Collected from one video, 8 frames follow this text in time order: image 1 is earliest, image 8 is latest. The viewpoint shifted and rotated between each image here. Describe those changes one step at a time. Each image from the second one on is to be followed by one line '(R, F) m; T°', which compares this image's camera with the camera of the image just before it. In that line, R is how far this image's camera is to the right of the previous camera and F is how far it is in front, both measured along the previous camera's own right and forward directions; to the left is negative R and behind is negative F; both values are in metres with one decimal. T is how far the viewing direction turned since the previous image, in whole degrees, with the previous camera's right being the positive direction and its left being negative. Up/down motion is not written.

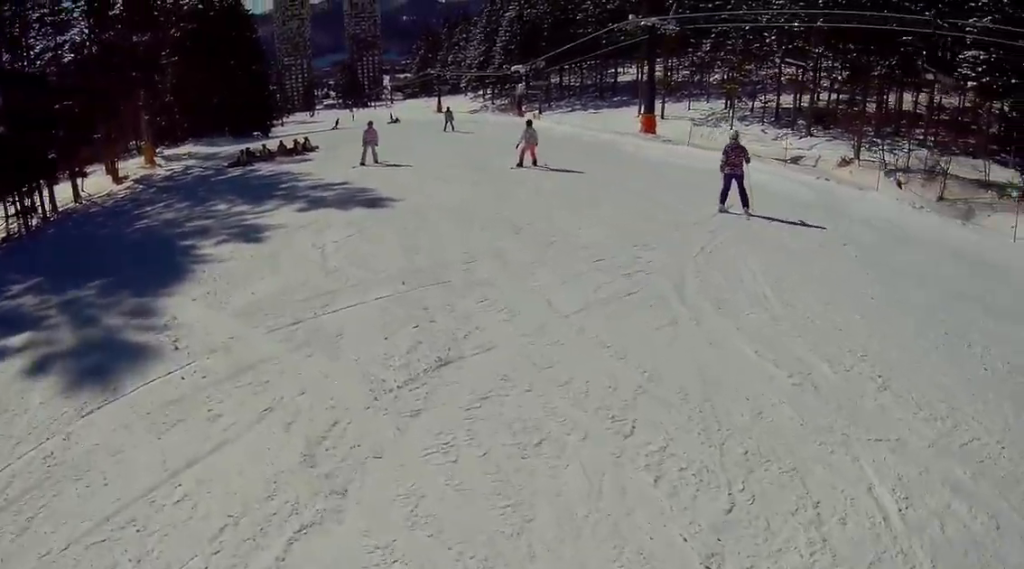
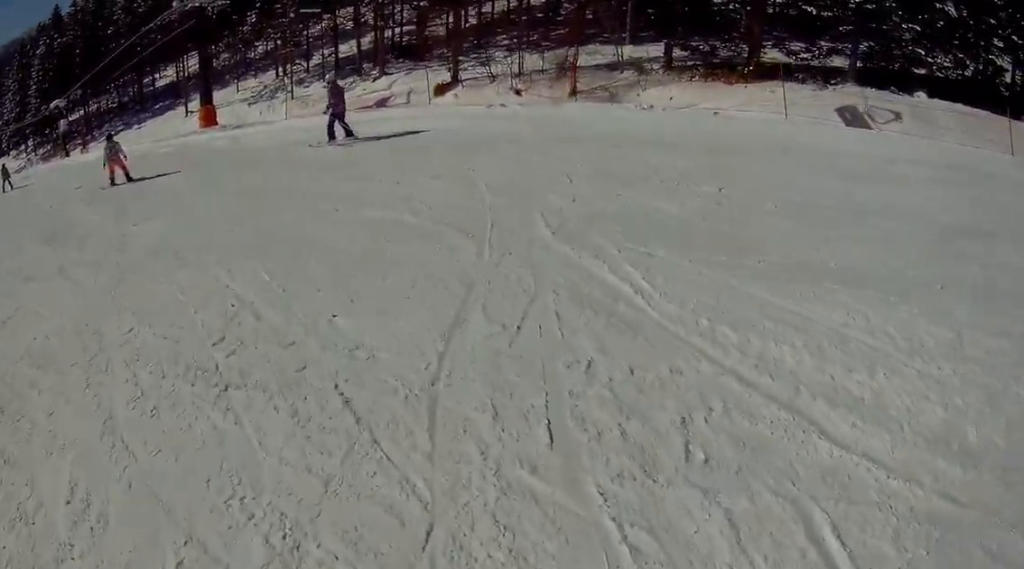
(+2.8, +4.4) m; +47°
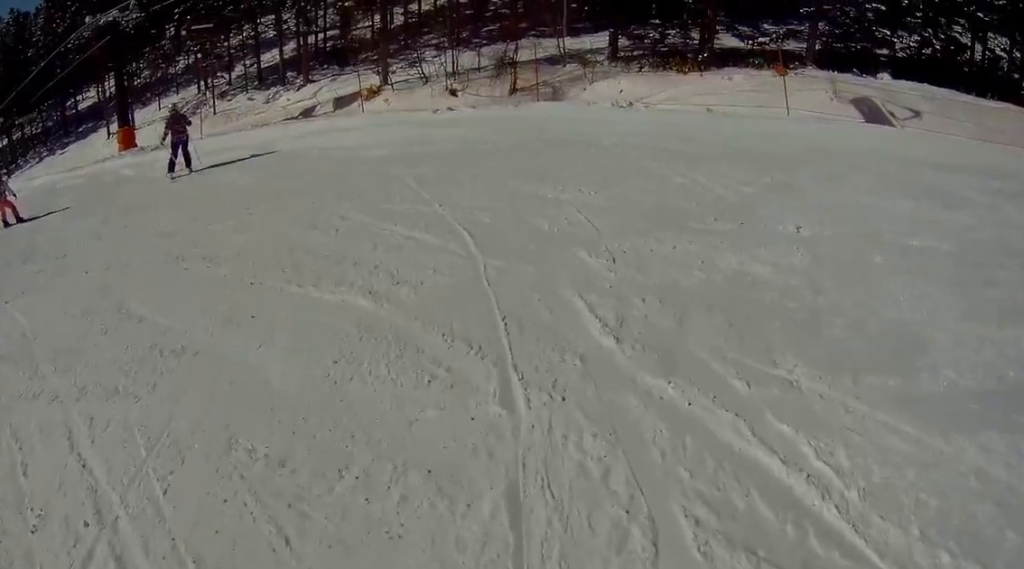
(+0.7, +2.5) m; +1°
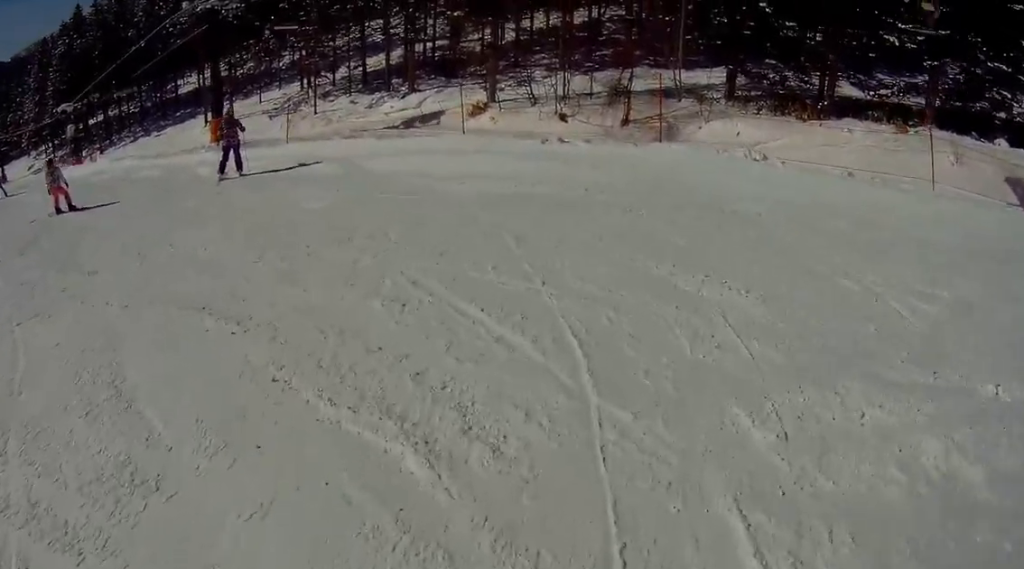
(-0.4, +1.7) m; -15°
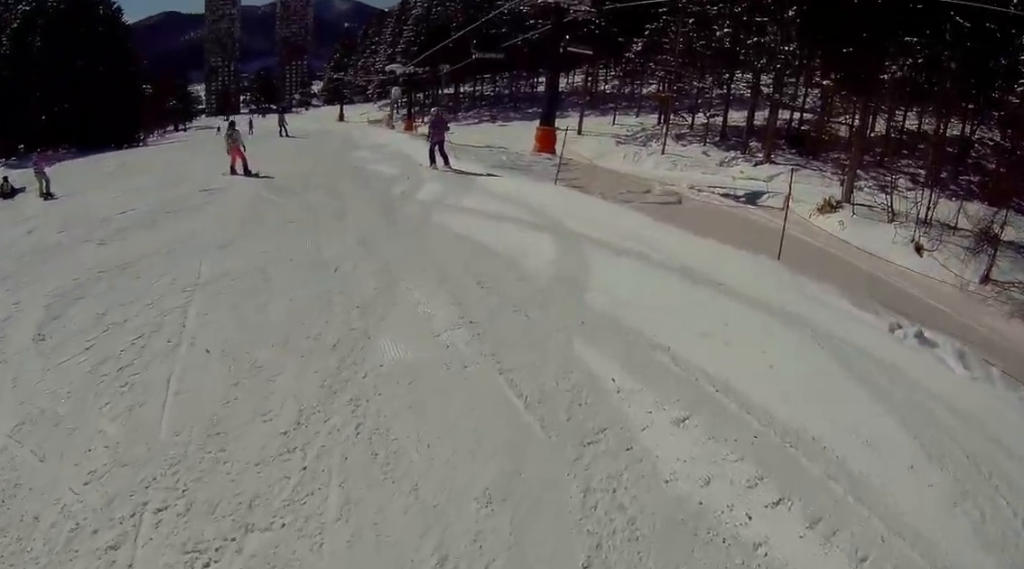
(-2.0, +4.6) m; -47°
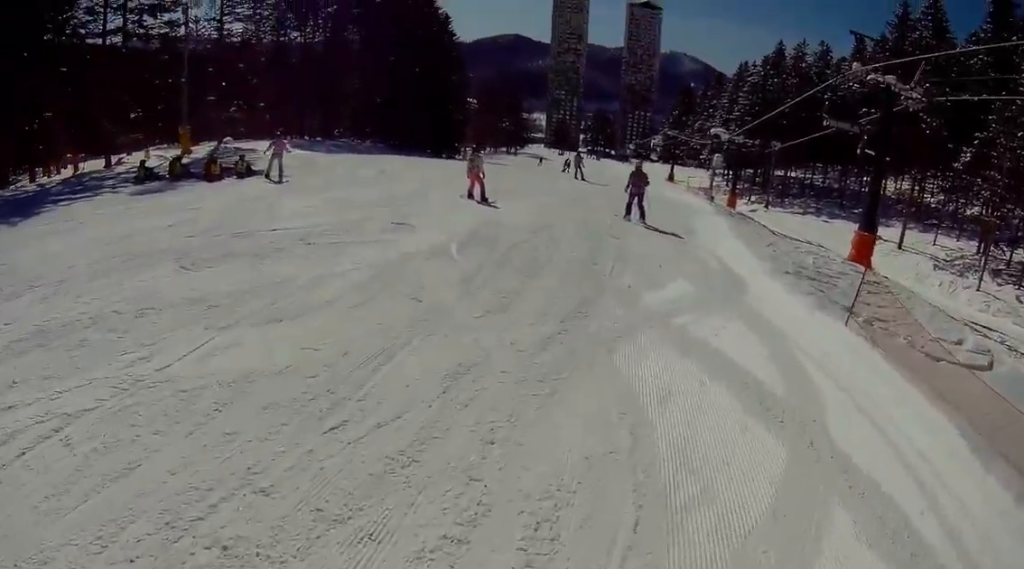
(-0.8, +3.9) m; -25°
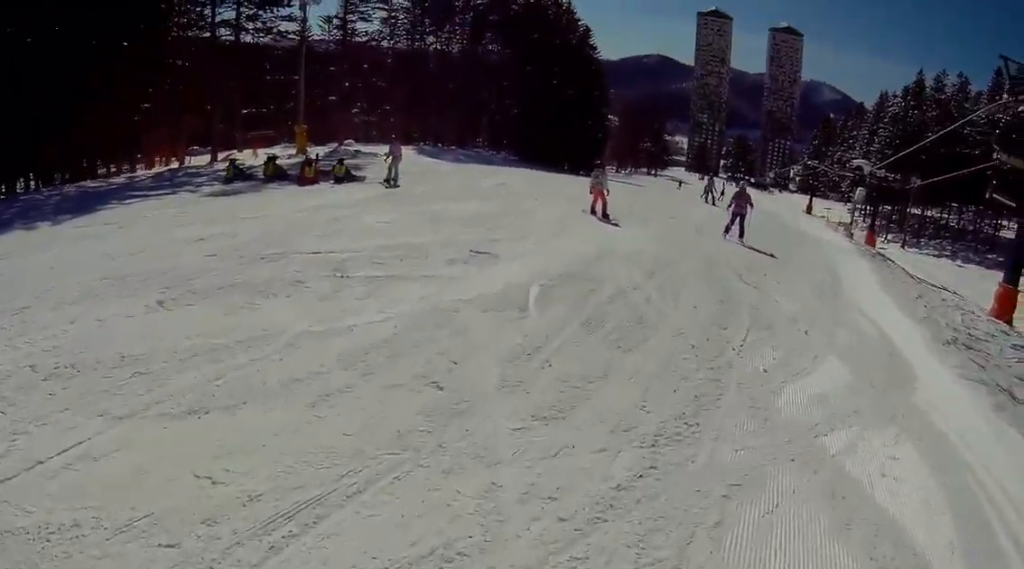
(-0.5, +2.5) m; +1°
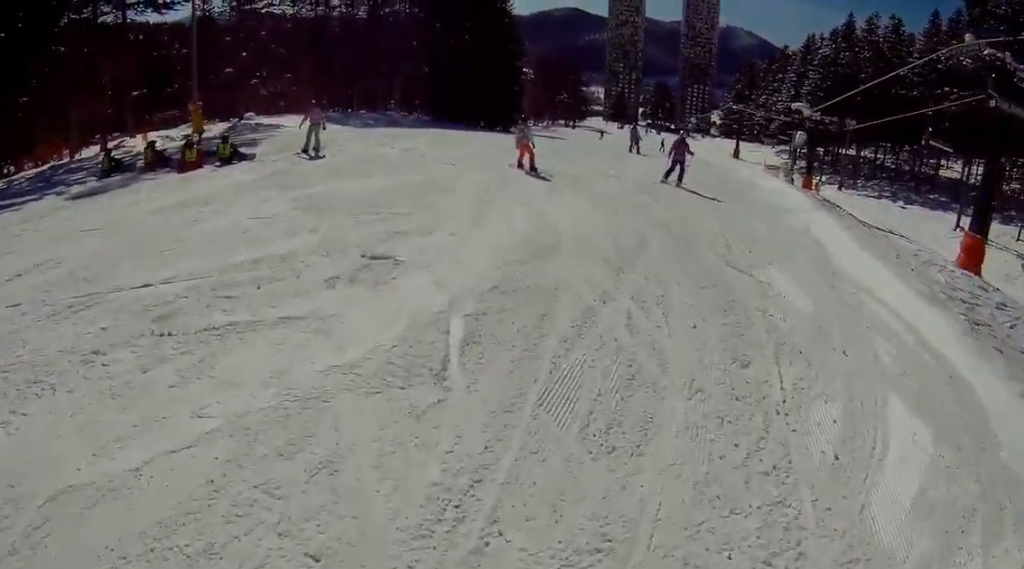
(-0.1, +2.6) m; +5°
